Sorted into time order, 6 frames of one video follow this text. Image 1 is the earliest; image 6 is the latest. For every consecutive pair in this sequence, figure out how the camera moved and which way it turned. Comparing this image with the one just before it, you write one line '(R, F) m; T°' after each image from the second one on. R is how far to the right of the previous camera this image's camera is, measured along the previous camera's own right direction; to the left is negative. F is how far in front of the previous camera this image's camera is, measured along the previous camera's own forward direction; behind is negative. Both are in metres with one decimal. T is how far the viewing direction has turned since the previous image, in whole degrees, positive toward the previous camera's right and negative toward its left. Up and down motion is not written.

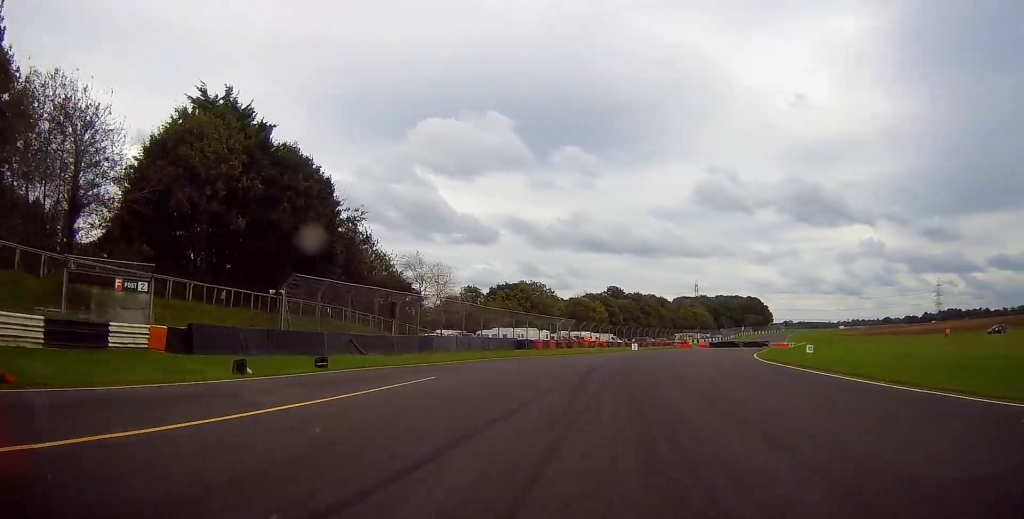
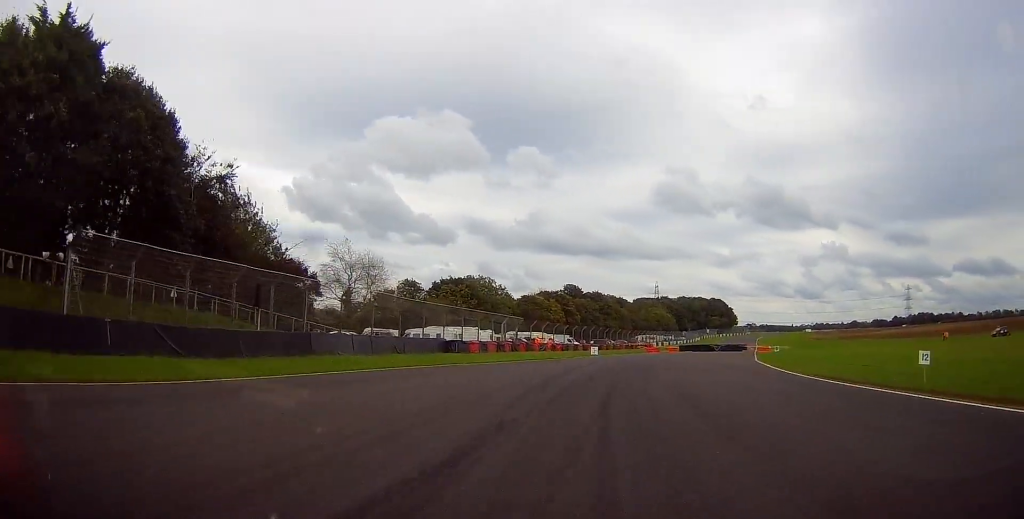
(+0.6, +13.7) m; +2°
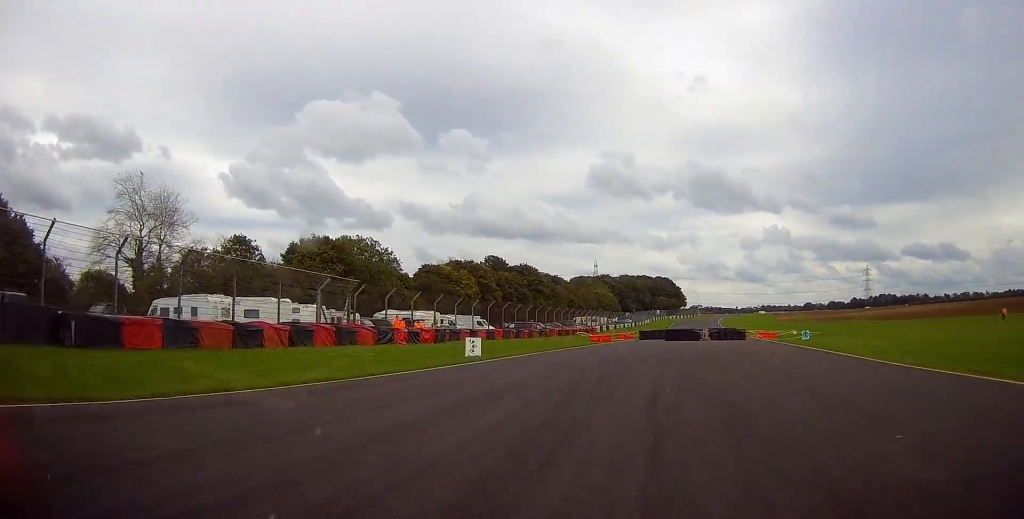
(+1.8, +35.2) m; +6°
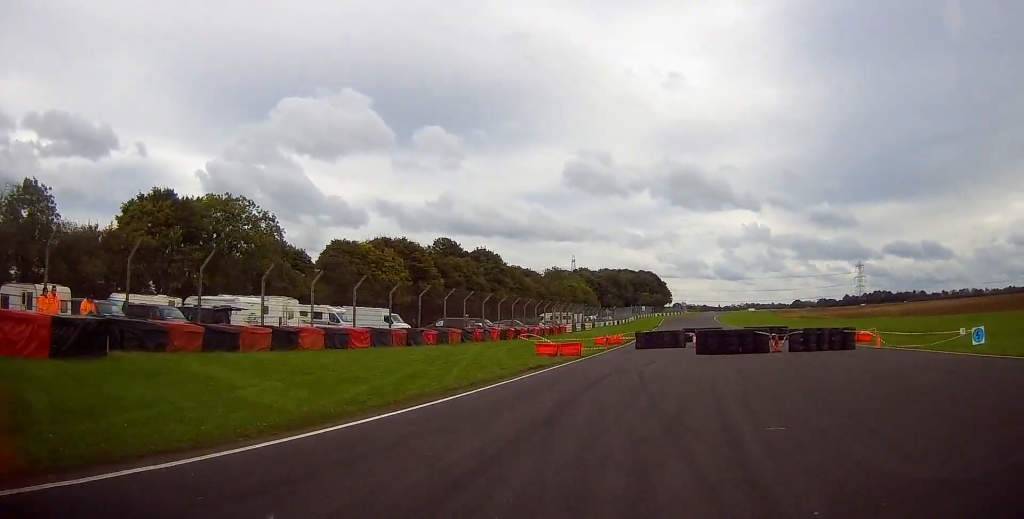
(+1.4, +31.8) m; +4°
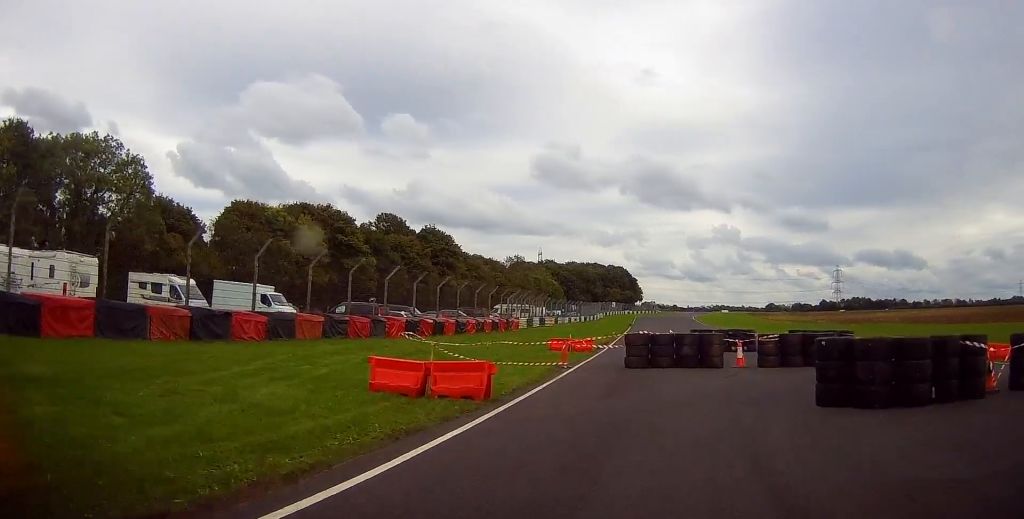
(+0.5, +18.9) m; +8°
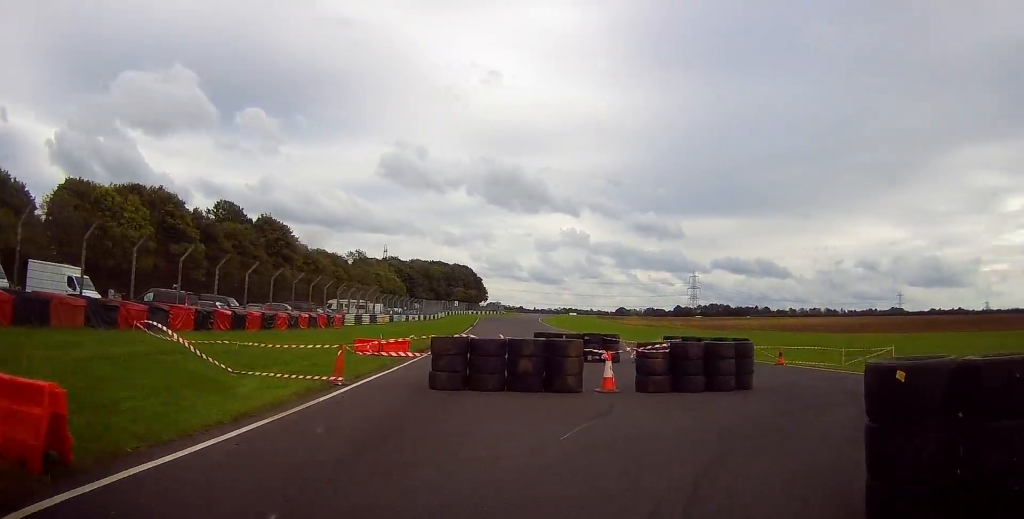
(+0.2, +7.1) m; +8°
